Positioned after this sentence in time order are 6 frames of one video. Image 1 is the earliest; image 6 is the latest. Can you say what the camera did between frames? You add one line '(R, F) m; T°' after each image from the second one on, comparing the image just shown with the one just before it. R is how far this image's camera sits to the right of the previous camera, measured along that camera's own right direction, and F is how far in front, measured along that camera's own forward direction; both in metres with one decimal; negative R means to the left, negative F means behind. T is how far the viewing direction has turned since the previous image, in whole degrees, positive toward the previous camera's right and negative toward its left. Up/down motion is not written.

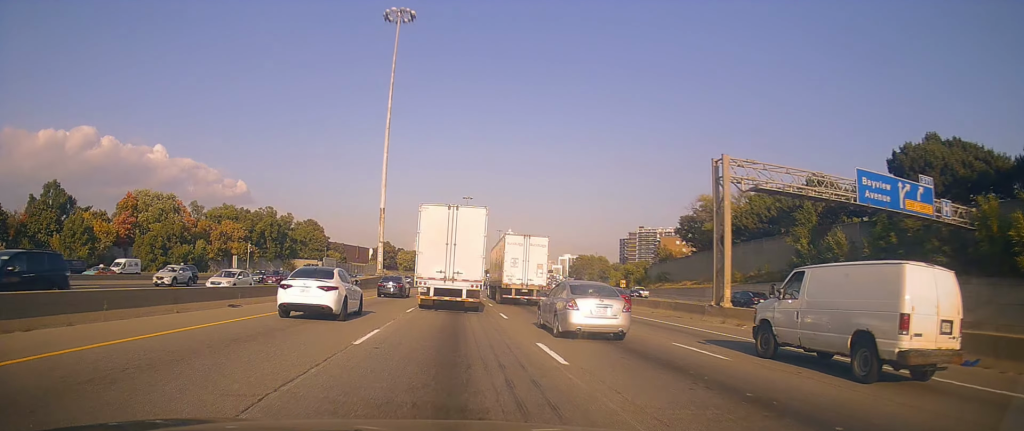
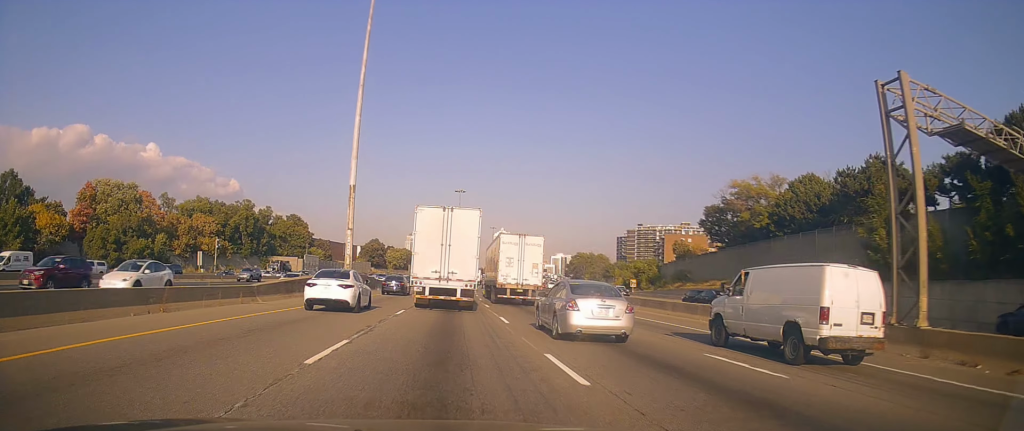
(+0.2, +13.7) m; -1°
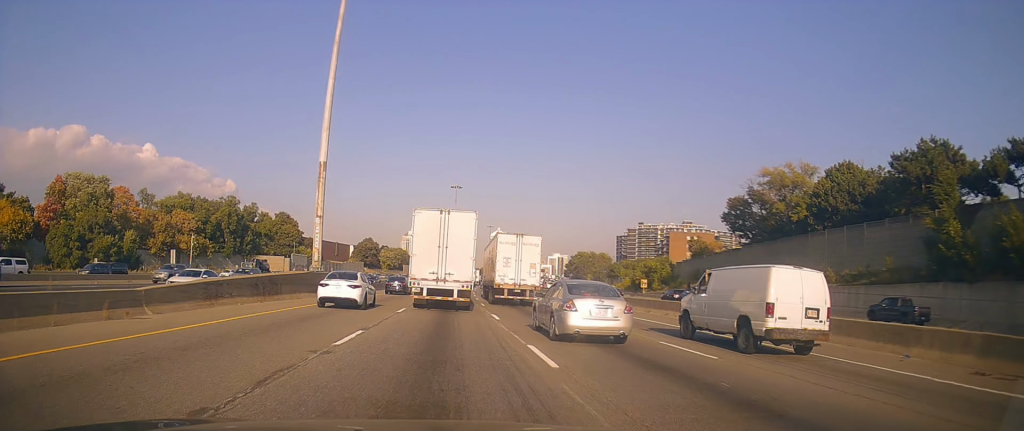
(-0.5, +9.5) m; 0°
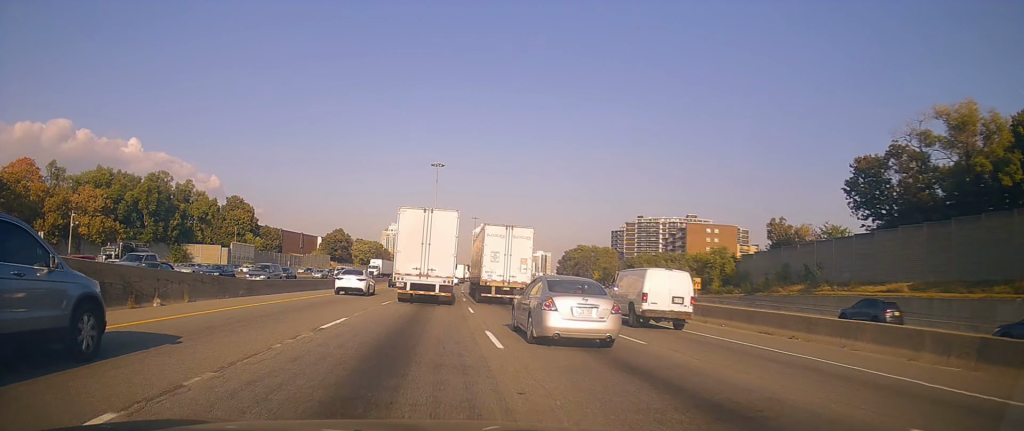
(+0.5, +32.3) m; +2°
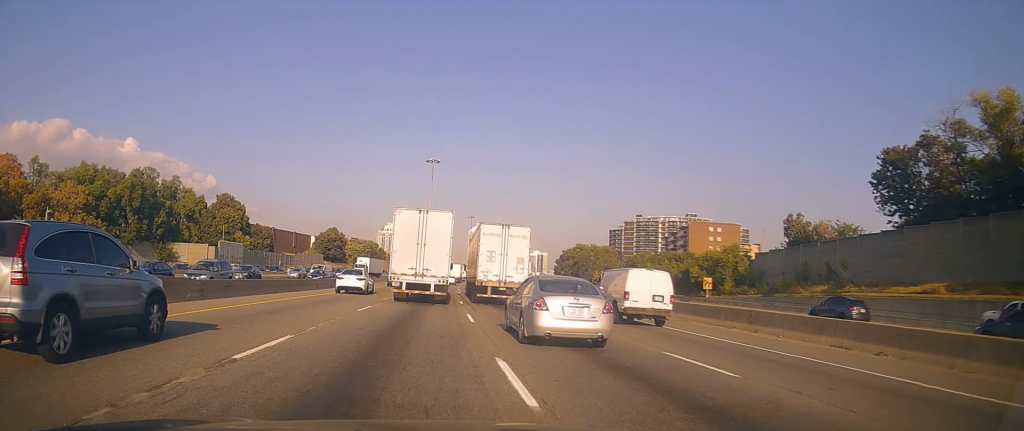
(+0.3, +5.1) m; +1°
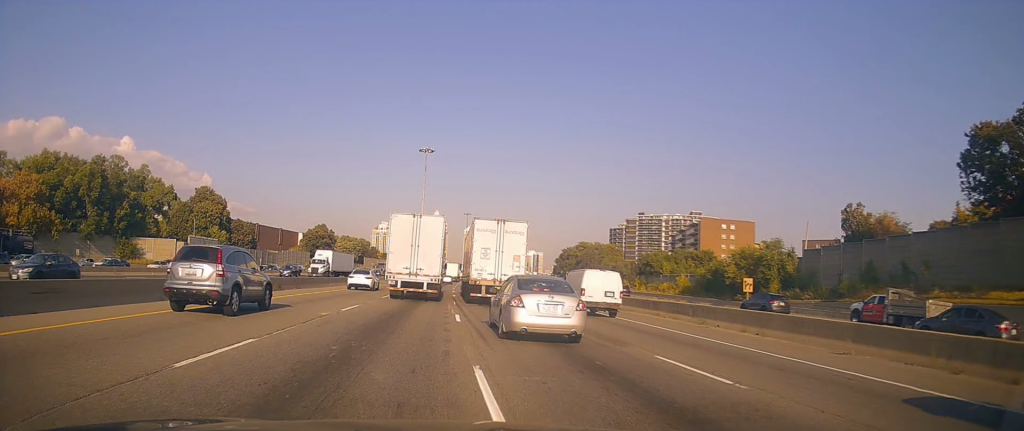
(-0.4, +12.8) m; +2°
